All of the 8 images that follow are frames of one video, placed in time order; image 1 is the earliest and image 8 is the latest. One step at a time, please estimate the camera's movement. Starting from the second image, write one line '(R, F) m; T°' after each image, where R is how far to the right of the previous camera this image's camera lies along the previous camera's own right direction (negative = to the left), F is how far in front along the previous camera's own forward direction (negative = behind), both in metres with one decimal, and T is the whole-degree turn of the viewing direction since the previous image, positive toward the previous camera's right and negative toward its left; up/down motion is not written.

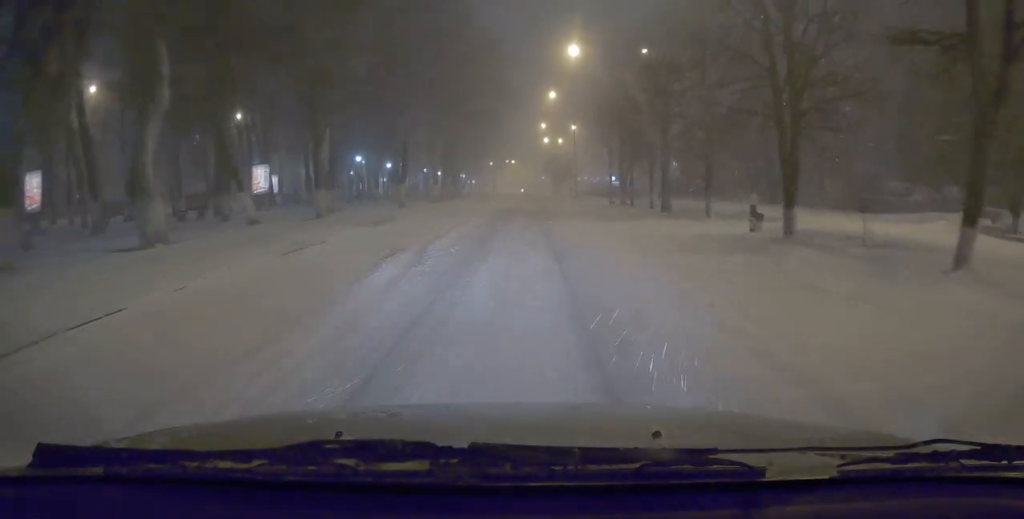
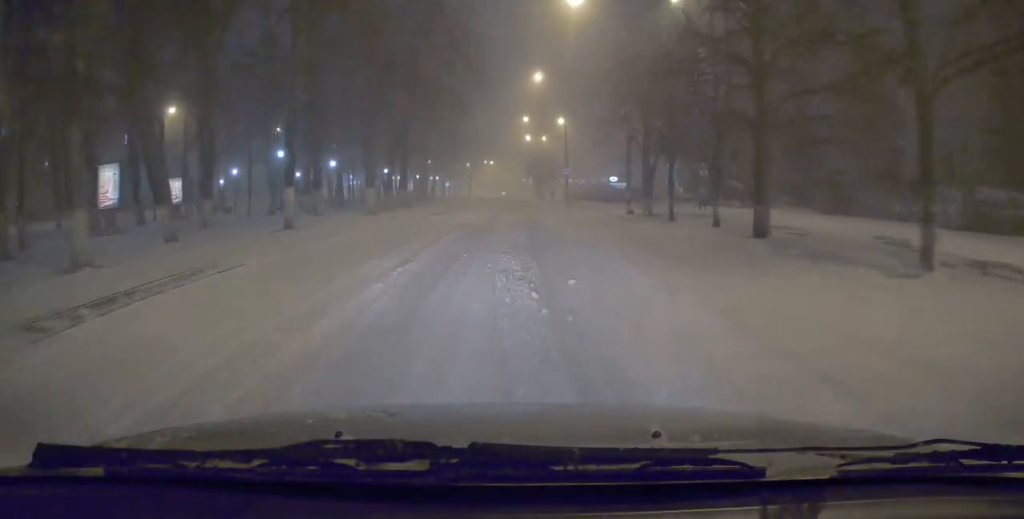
(-0.1, +13.8) m; +2°
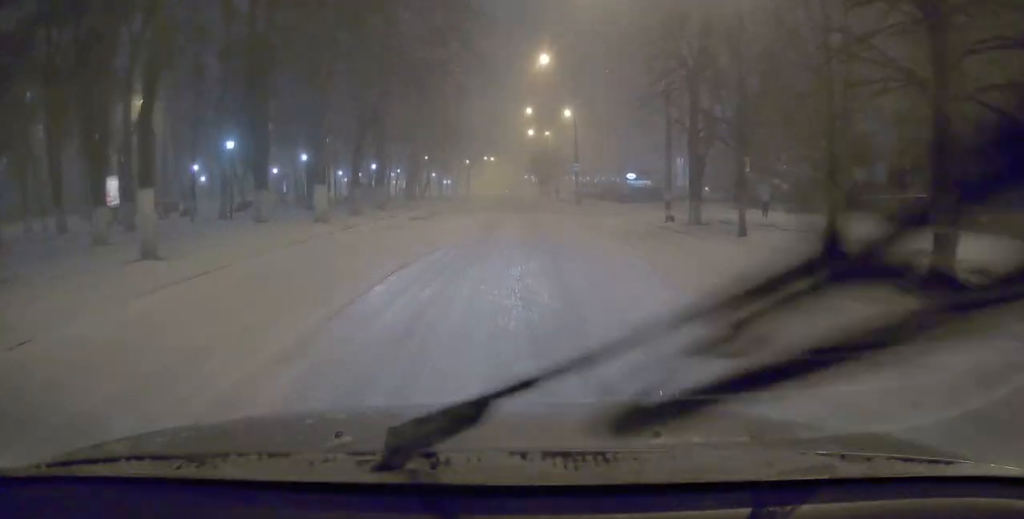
(+0.4, +7.7) m; +2°
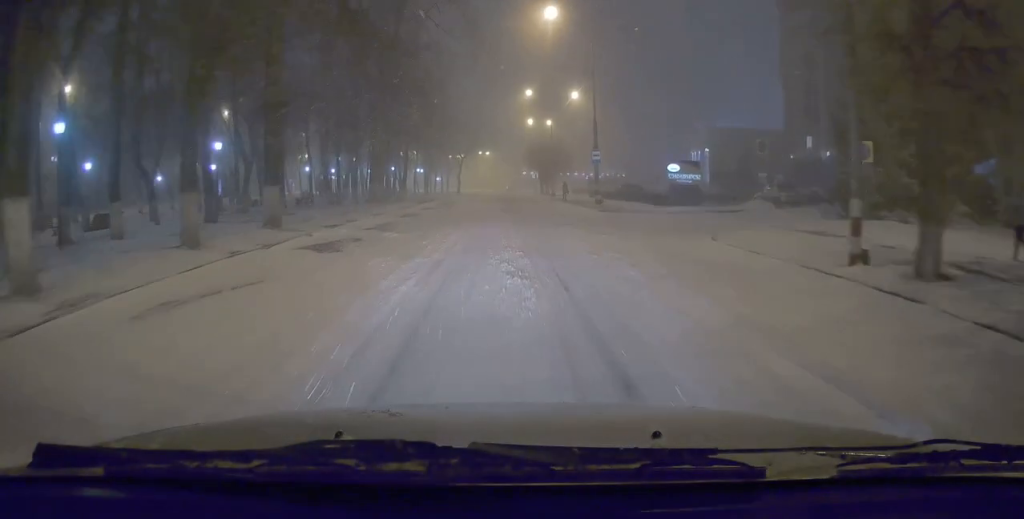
(-0.2, +13.9) m; -1°
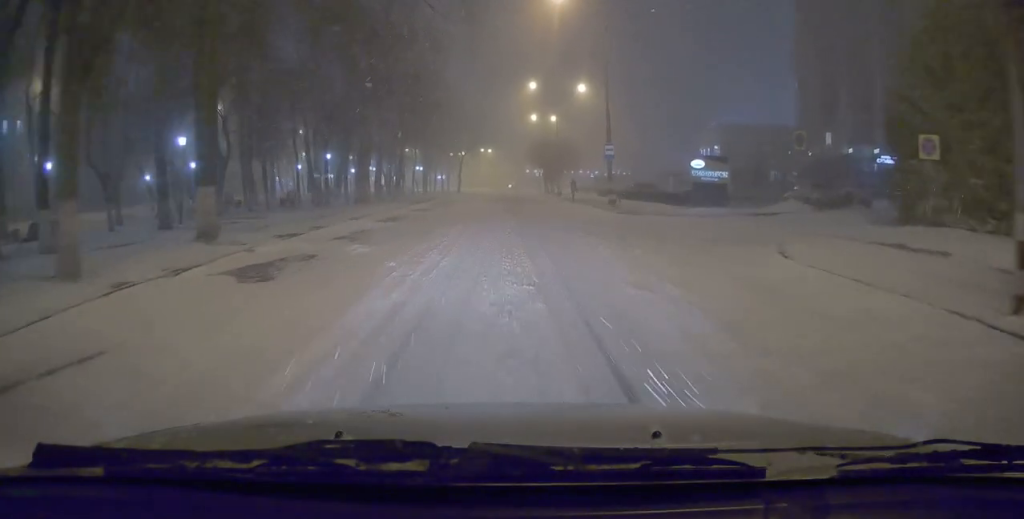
(0.0, +4.1) m; 0°
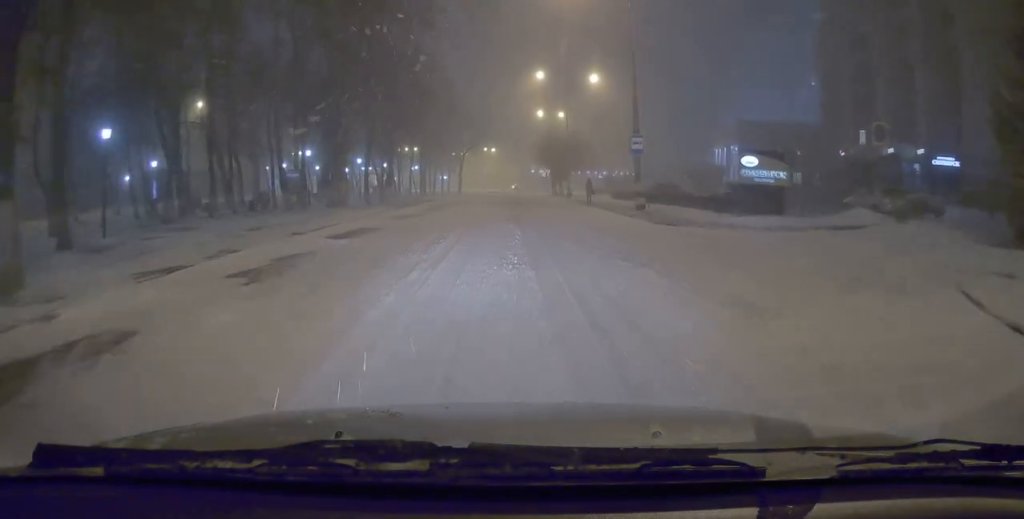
(0.0, +6.4) m; 0°
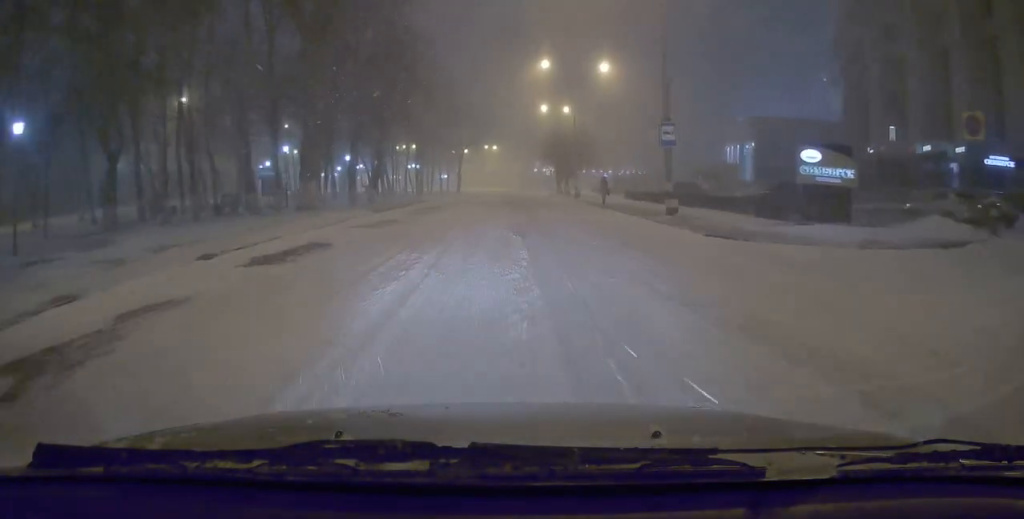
(0.0, +5.1) m; 0°
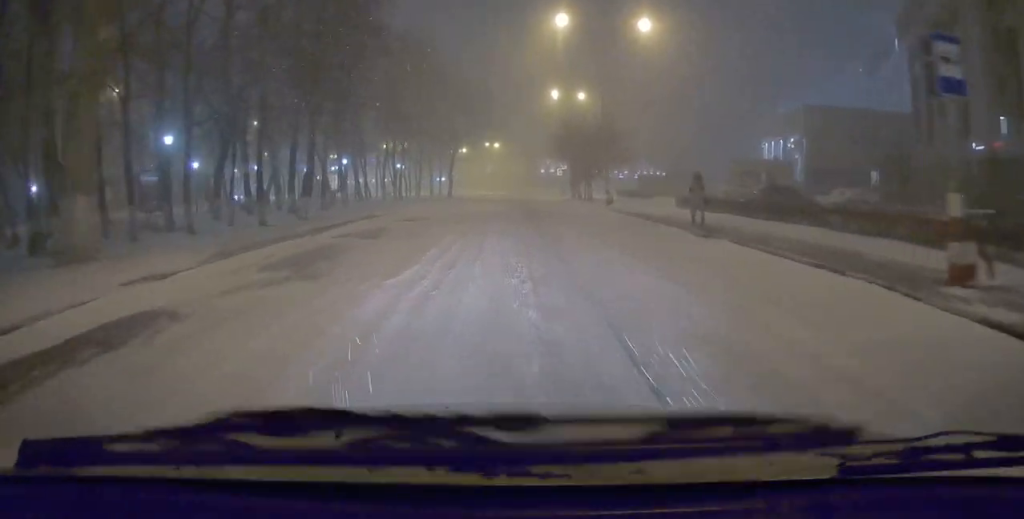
(-0.1, +15.7) m; 0°
